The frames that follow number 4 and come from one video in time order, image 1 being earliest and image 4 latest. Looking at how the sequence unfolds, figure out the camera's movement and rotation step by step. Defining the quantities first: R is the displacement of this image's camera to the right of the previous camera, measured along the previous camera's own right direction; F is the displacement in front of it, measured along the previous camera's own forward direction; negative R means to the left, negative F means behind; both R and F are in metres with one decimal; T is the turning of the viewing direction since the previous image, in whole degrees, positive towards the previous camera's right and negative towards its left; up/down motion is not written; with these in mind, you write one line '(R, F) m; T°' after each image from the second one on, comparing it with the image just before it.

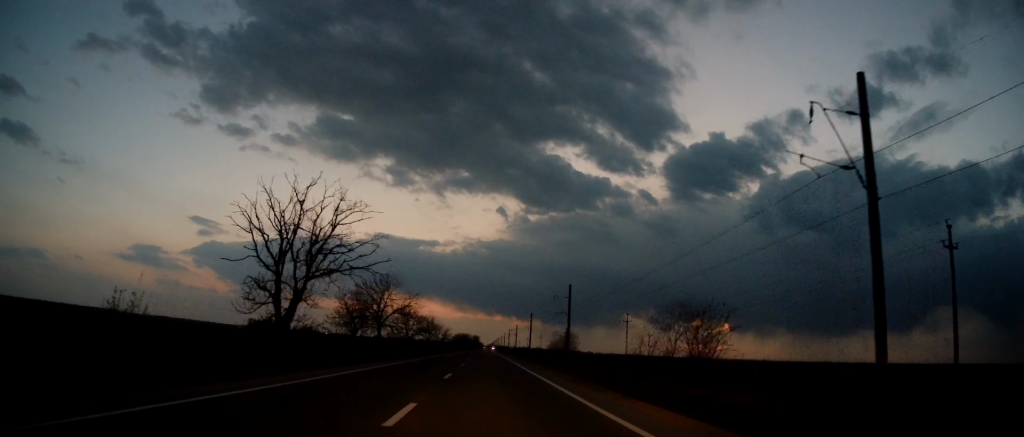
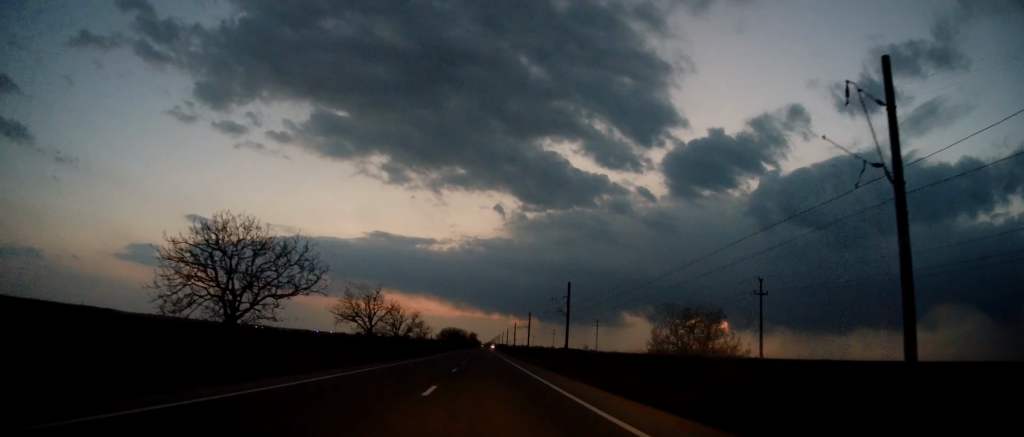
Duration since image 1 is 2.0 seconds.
(+1.8, +53.5) m; +1°
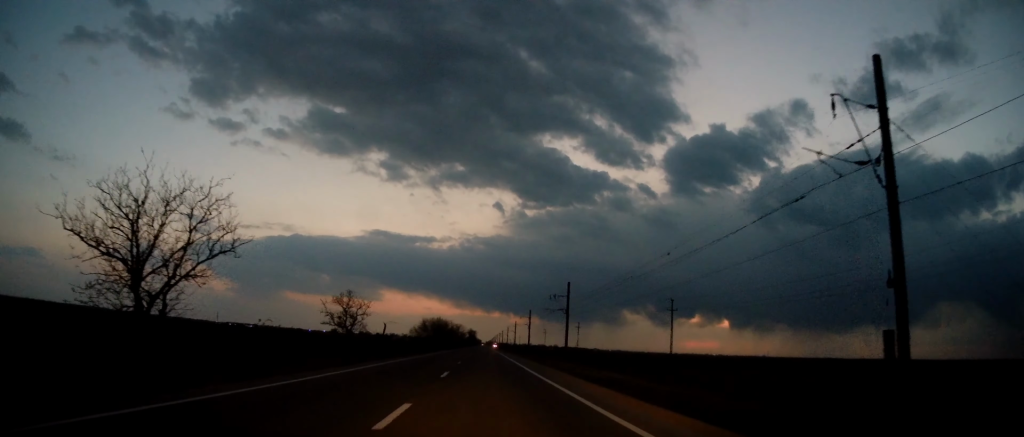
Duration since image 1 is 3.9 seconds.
(-1.1, +52.1) m; 0°
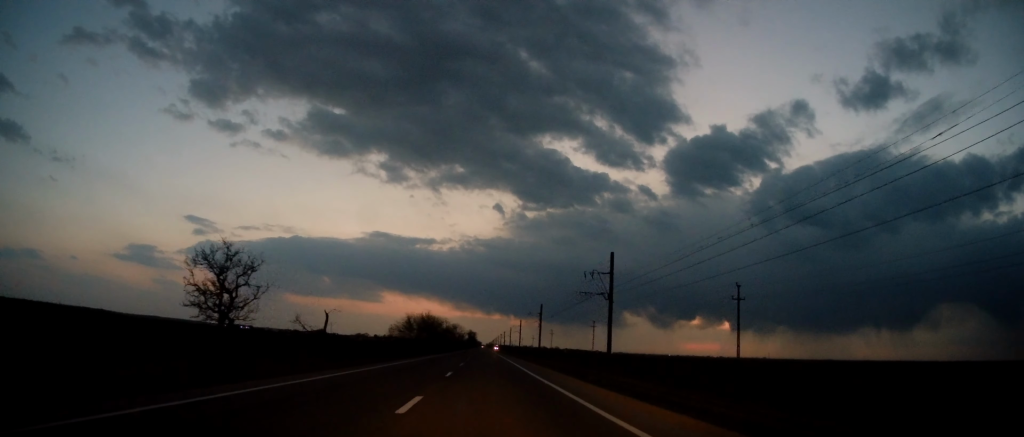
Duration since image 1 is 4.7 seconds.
(+0.4, +21.5) m; +1°
